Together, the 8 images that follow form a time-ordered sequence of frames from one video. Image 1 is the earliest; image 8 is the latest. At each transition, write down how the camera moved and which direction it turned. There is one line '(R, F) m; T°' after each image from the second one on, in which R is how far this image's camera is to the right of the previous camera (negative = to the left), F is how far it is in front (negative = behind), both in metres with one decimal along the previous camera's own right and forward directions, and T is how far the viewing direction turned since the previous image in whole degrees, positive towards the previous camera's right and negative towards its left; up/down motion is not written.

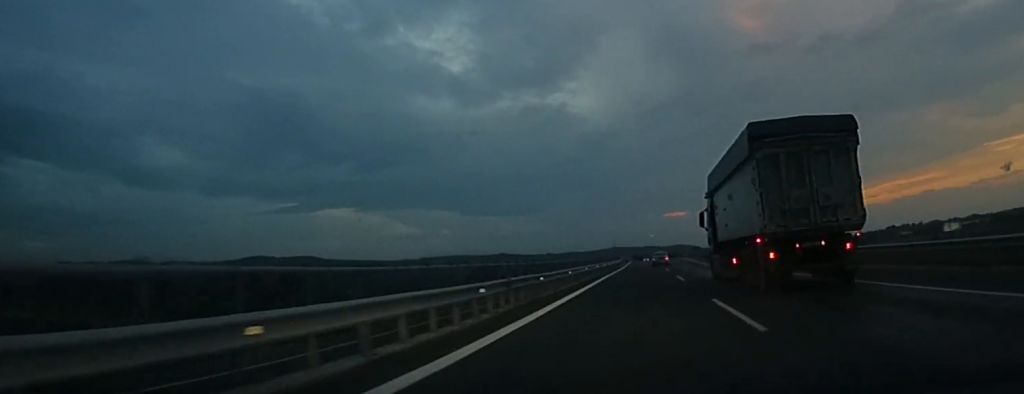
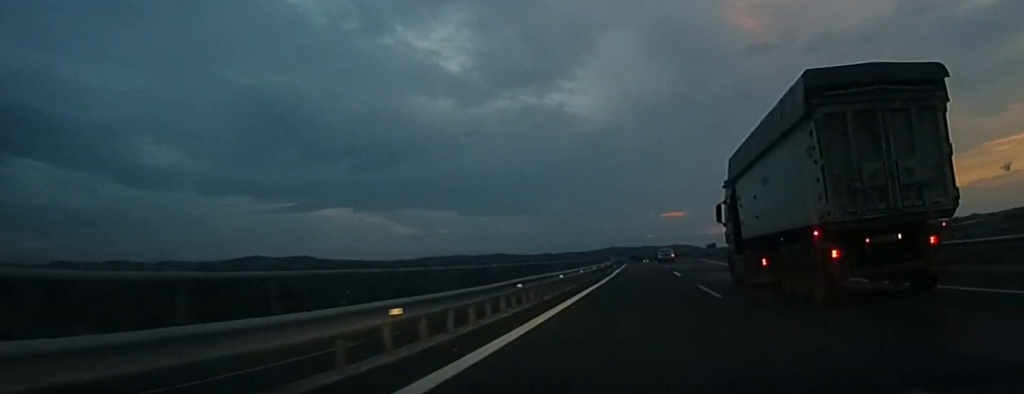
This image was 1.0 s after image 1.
(-0.3, +39.3) m; 0°
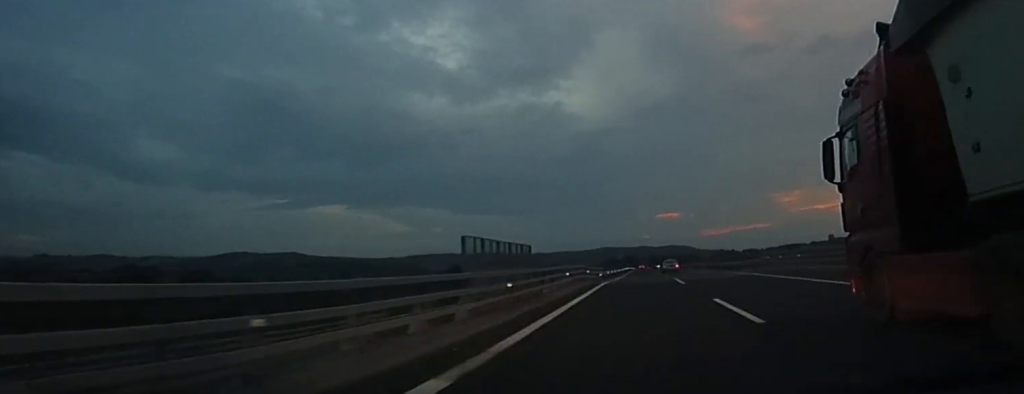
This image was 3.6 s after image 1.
(+1.6, +101.0) m; +1°
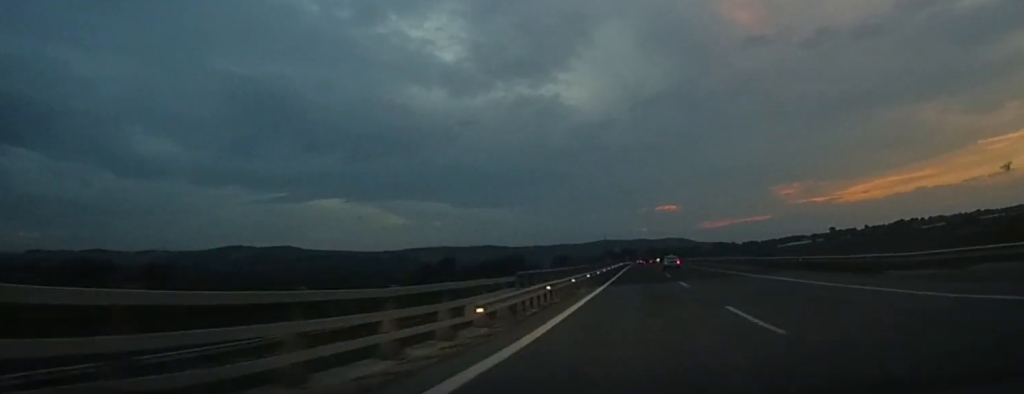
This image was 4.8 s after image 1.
(-0.3, +49.8) m; 0°
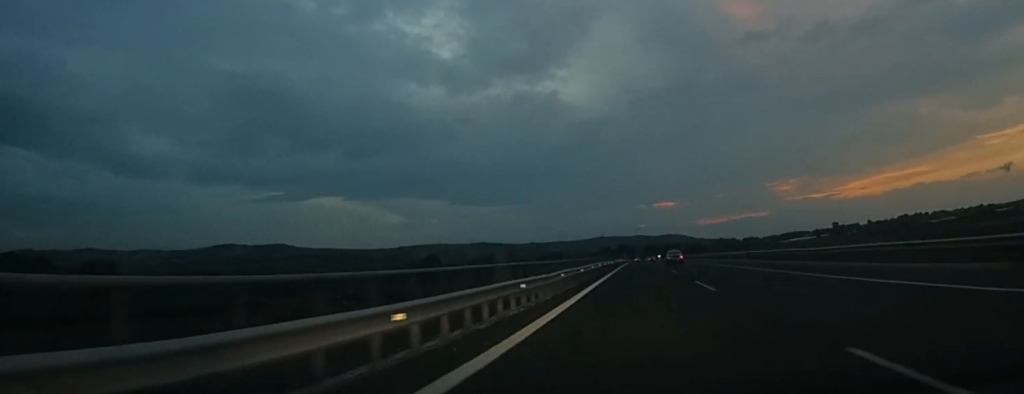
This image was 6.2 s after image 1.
(+0.4, +62.5) m; 0°
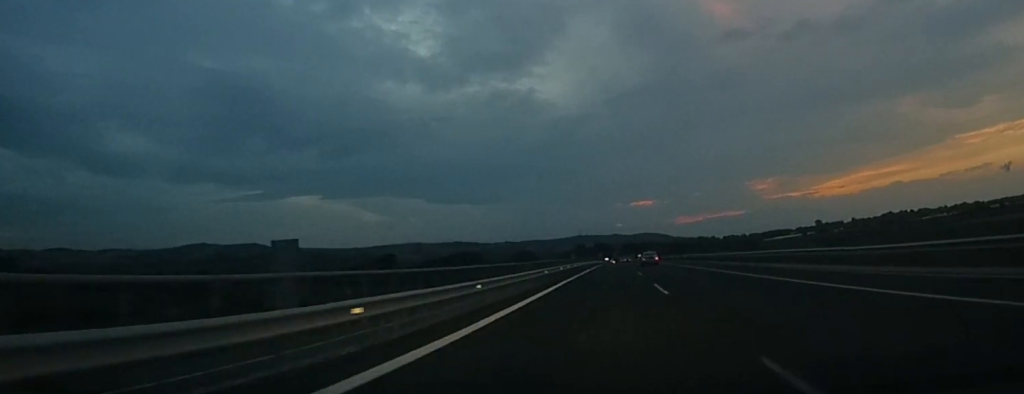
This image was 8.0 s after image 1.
(+0.3, +59.0) m; 0°
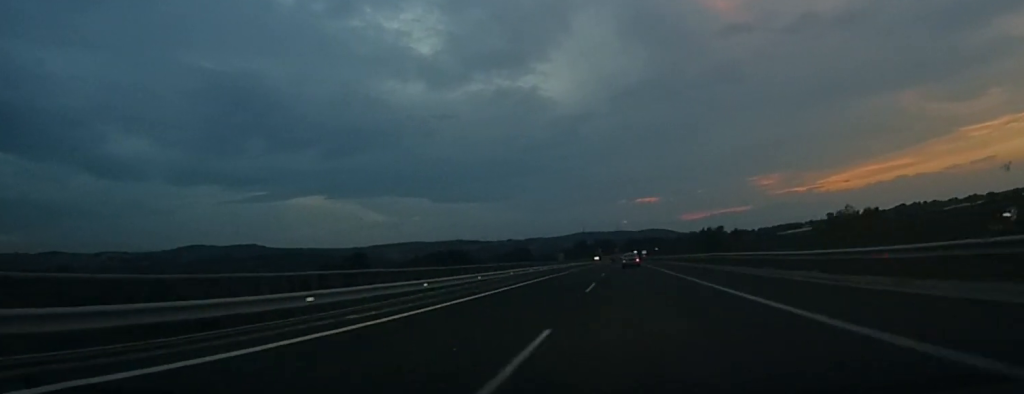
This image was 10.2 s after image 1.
(+0.1, +51.6) m; -1°
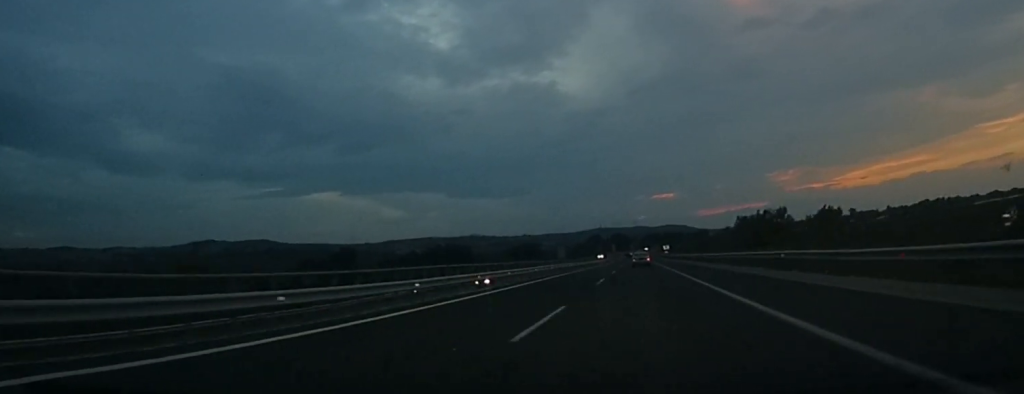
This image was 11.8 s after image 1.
(-0.3, +40.0) m; -1°
